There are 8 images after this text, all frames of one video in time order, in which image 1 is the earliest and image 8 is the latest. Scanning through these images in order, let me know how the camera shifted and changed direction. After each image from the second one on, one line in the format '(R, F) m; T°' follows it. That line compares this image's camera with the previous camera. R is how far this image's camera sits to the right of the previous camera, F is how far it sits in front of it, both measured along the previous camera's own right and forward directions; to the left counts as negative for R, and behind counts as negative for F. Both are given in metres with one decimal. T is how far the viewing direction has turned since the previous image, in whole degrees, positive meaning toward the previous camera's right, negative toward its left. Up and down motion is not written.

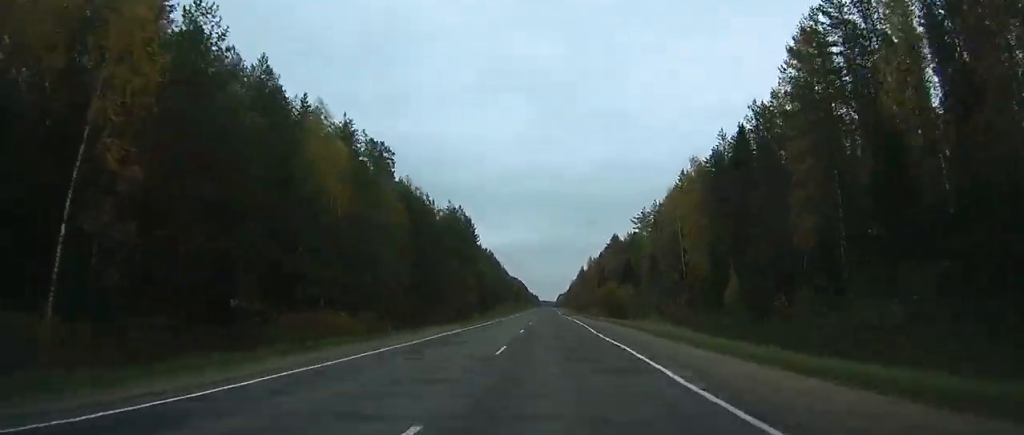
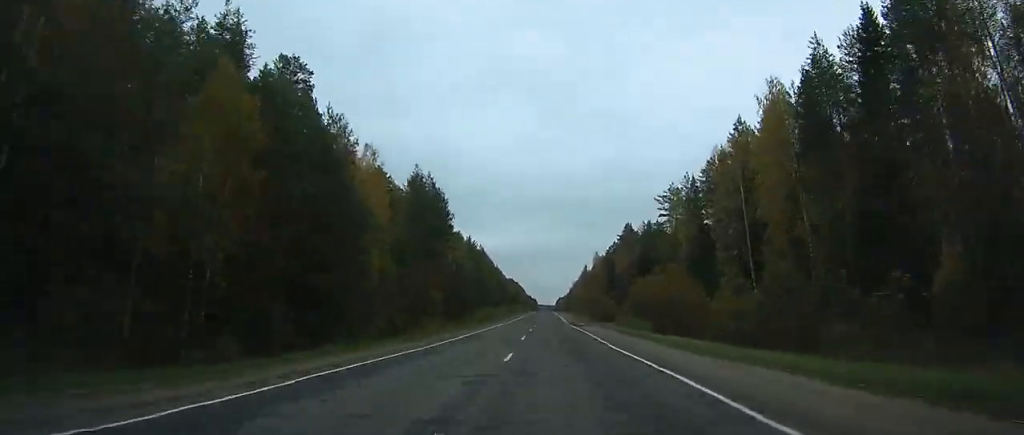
(0.0, +37.2) m; 0°
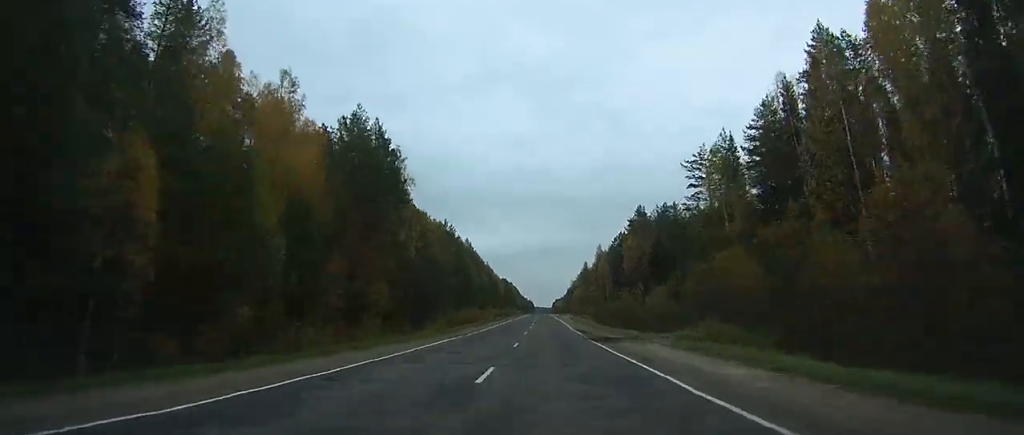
(0.0, +28.5) m; 0°
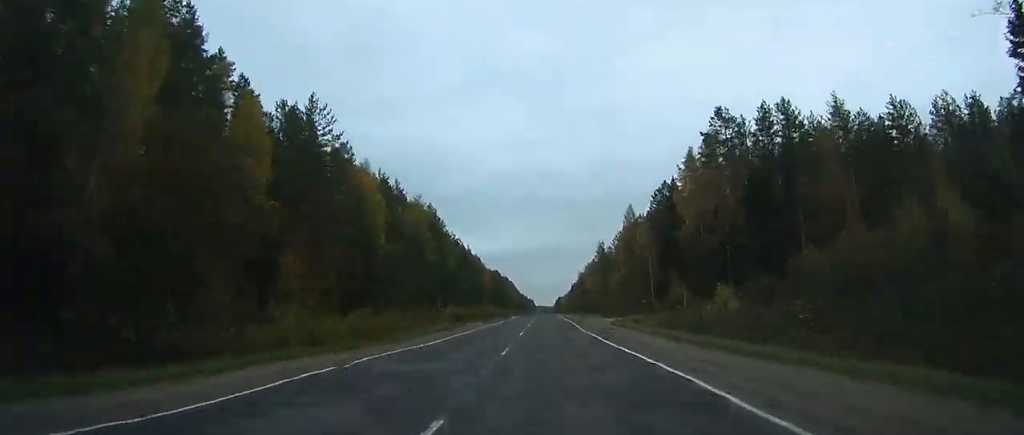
(+0.7, +61.7) m; +1°
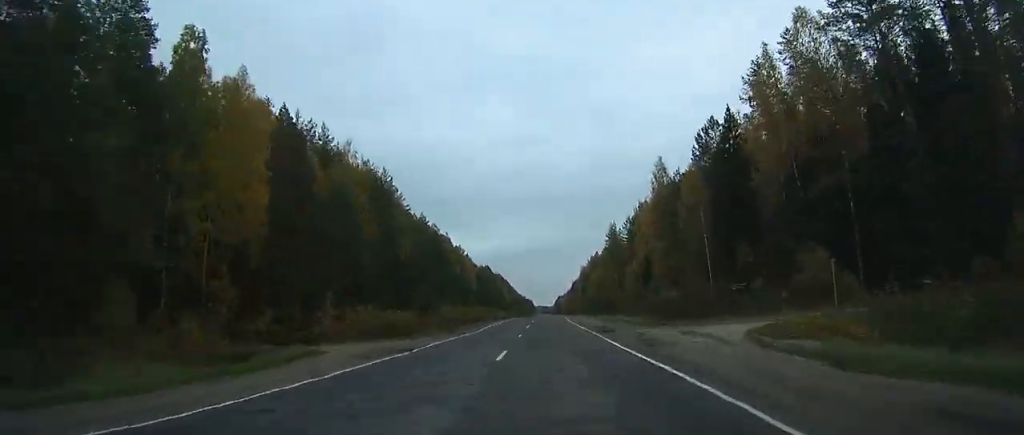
(+0.1, +31.3) m; 0°
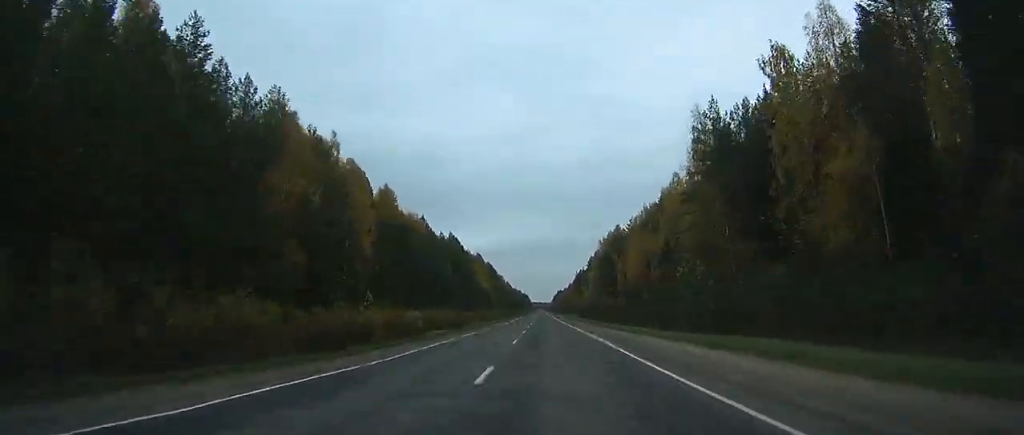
(-0.9, +81.7) m; -2°
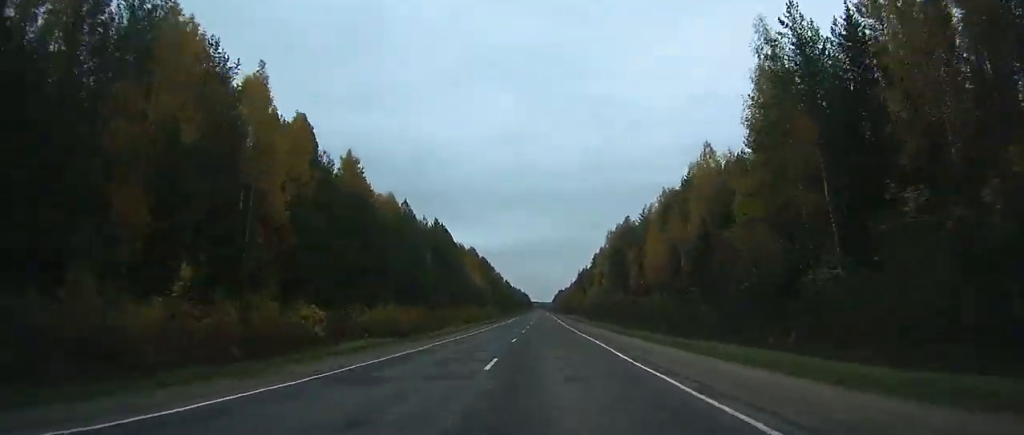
(-0.7, +24.7) m; 0°
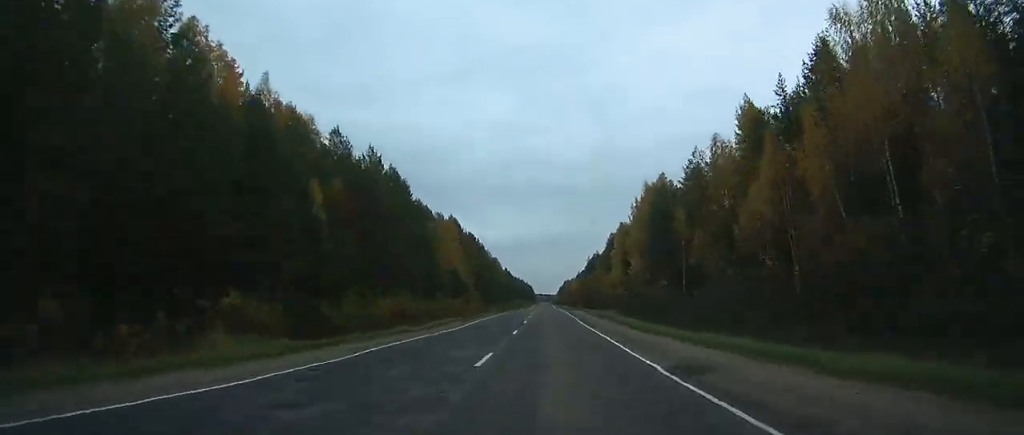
(+0.1, +57.0) m; +1°
